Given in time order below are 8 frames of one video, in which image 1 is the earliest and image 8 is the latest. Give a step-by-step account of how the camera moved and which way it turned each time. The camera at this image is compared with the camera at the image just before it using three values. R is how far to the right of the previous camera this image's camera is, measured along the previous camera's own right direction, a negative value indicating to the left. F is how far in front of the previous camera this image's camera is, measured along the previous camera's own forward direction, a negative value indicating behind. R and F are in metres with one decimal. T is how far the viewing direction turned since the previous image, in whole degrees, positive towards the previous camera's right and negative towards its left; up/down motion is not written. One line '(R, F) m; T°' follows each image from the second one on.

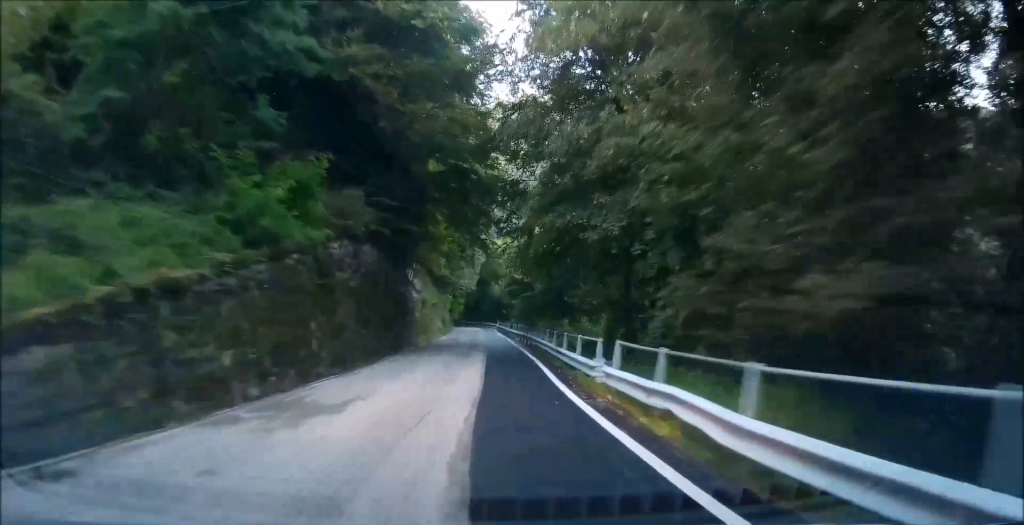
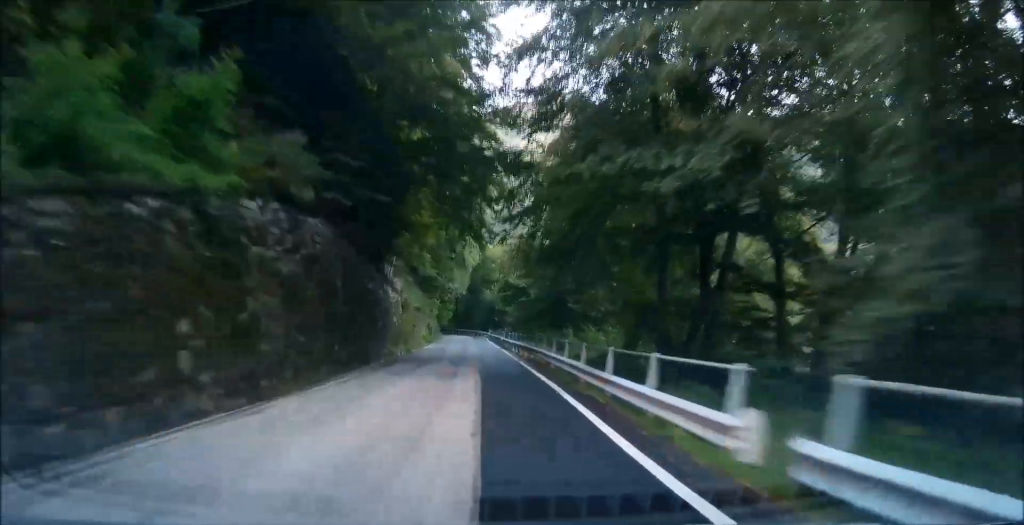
(+0.2, +6.3) m; +2°
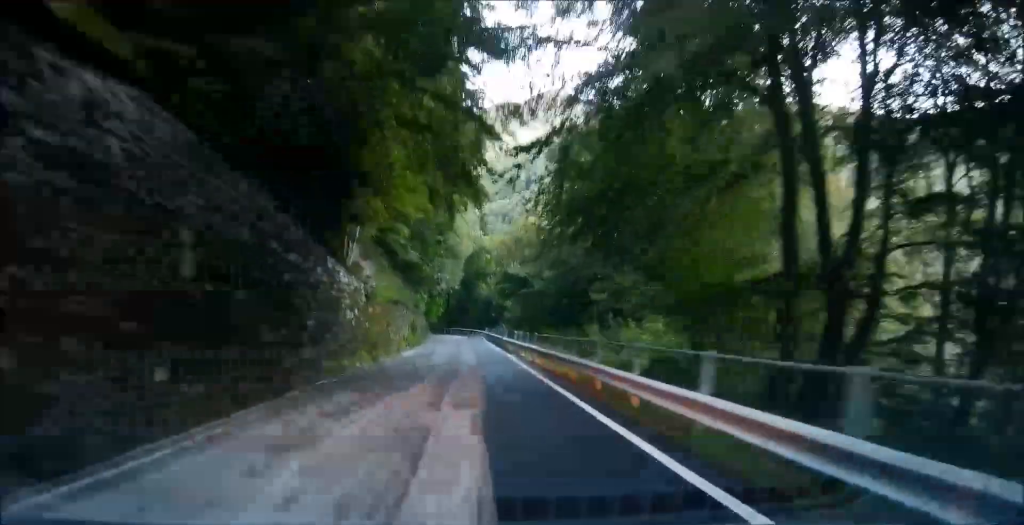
(0.0, +9.9) m; +4°
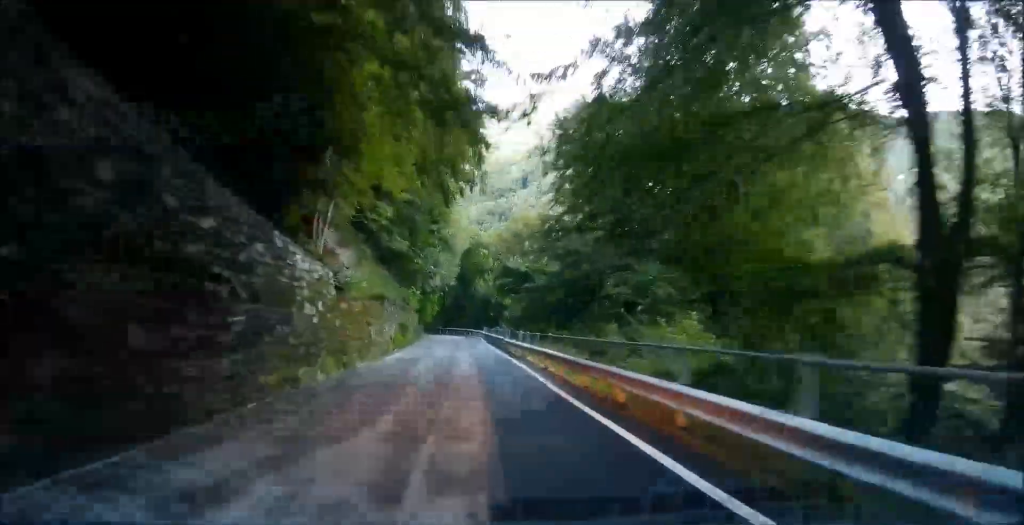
(+0.3, +5.1) m; +1°
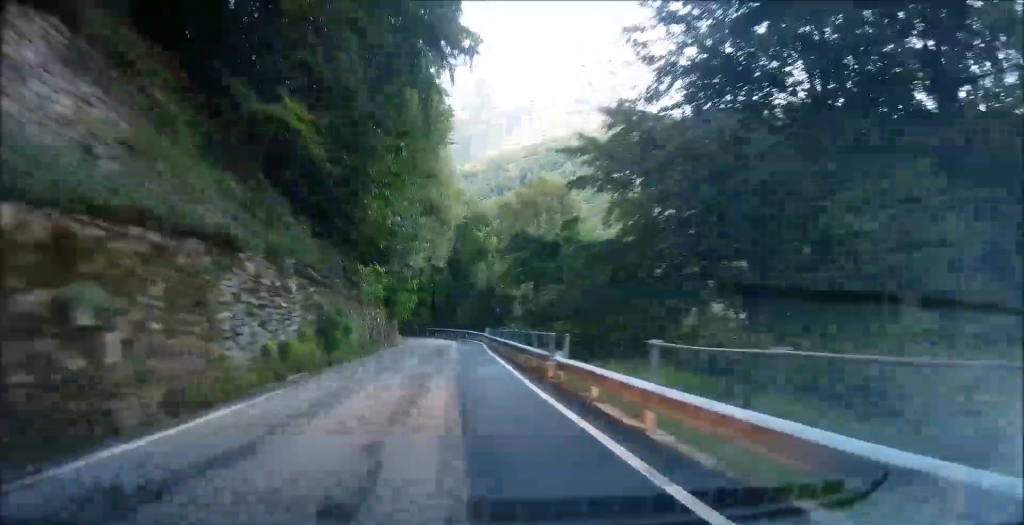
(+0.6, +21.6) m; 0°
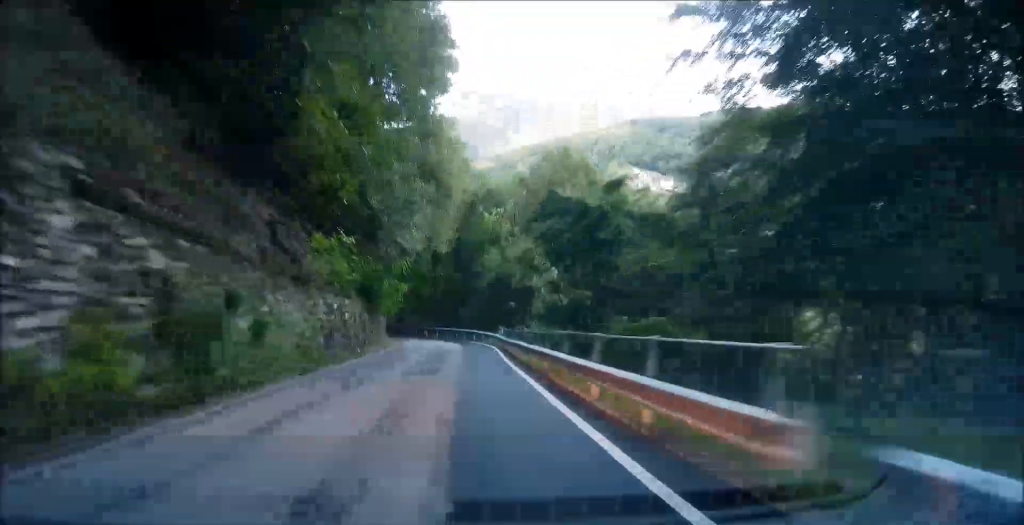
(-0.2, +11.2) m; -1°
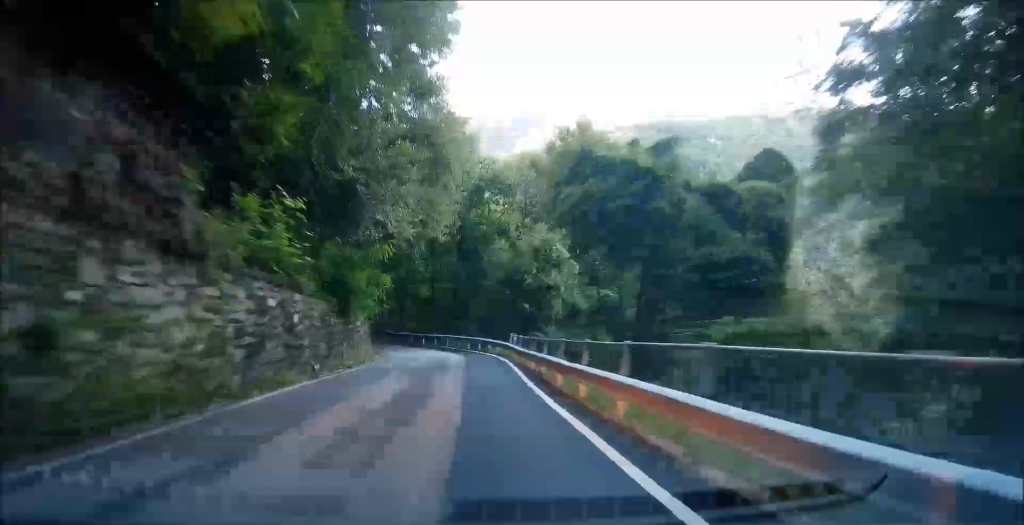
(0.0, +7.8) m; +1°
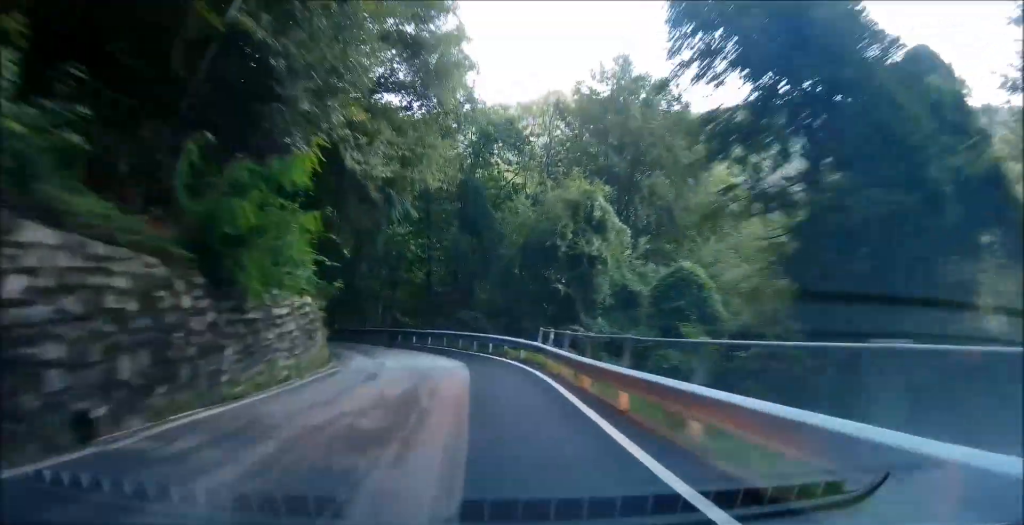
(+0.2, +11.4) m; 0°
